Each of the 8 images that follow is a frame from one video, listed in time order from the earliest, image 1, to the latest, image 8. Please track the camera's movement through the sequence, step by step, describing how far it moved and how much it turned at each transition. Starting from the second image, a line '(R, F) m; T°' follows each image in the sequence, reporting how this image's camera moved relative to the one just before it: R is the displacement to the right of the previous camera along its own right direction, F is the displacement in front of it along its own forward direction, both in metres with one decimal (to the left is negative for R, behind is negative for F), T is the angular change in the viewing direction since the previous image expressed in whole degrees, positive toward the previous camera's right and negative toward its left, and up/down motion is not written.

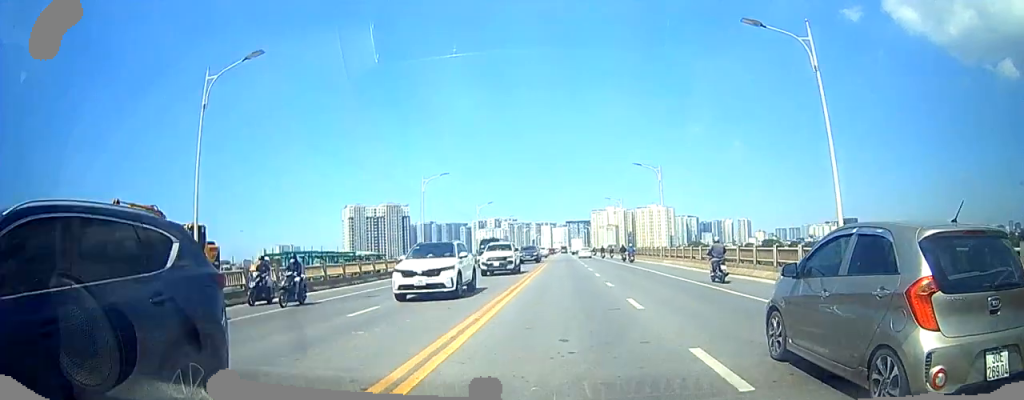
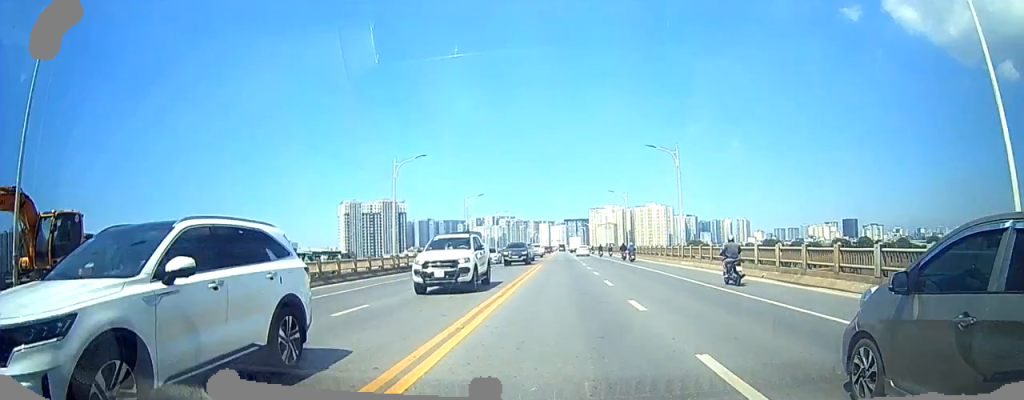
(-0.1, +6.5) m; -1°
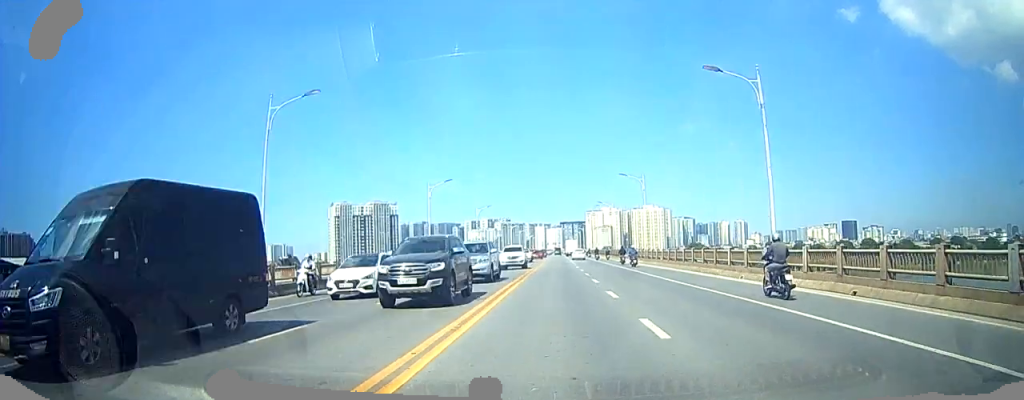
(0.0, +15.4) m; +3°
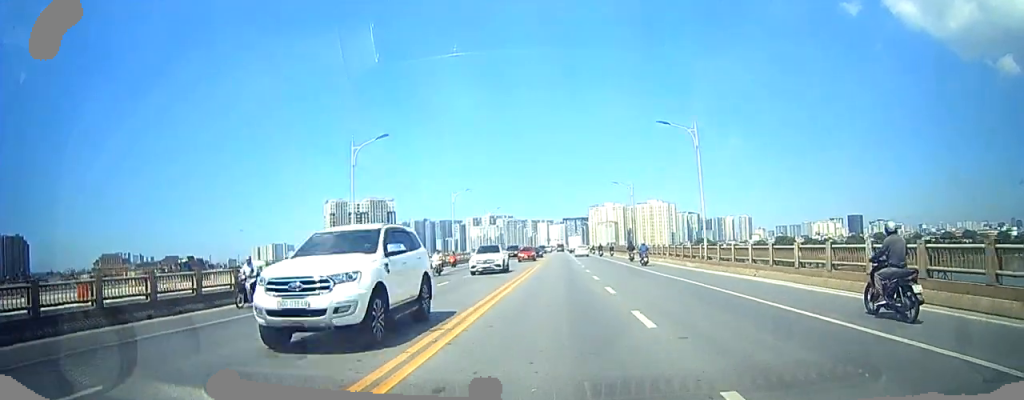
(+0.6, +17.3) m; 0°
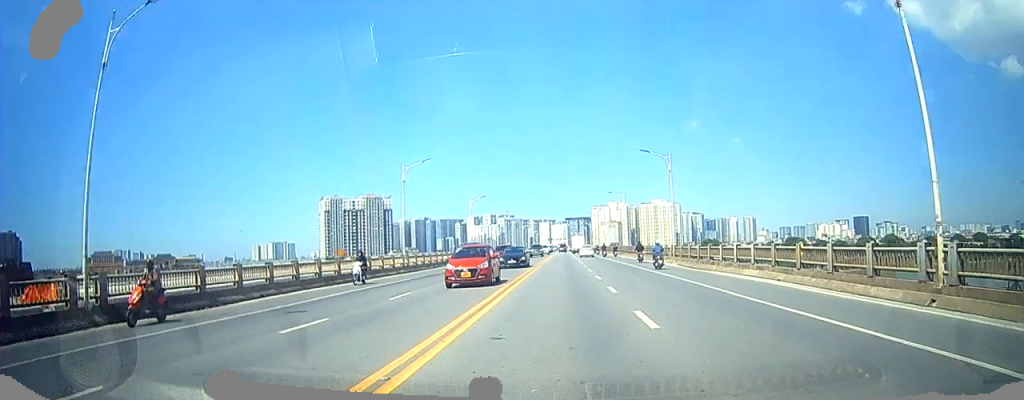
(-0.6, +19.2) m; -2°
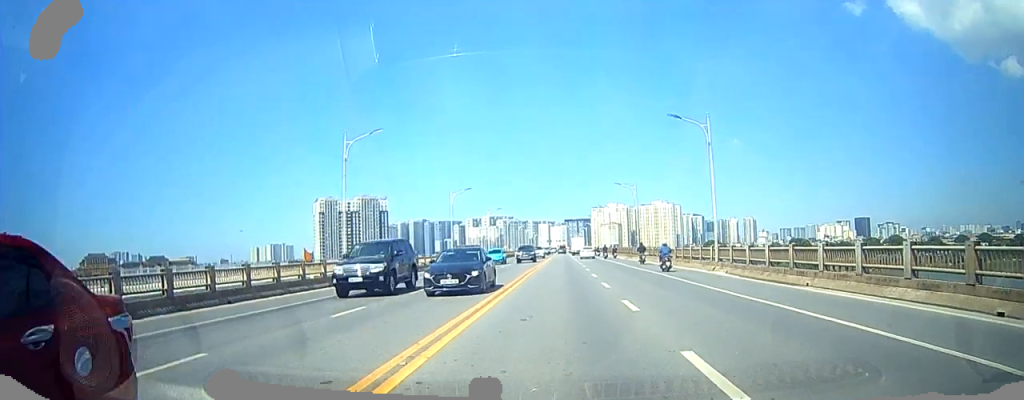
(0.0, +11.5) m; 0°
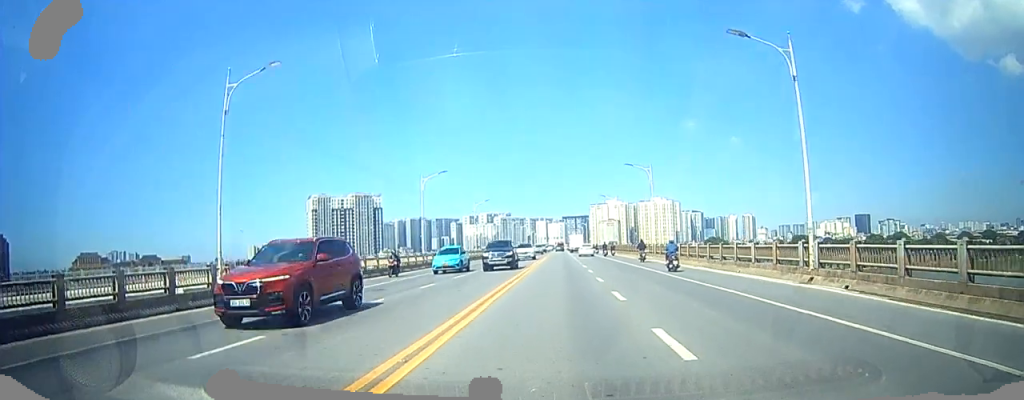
(+0.1, +13.2) m; +1°
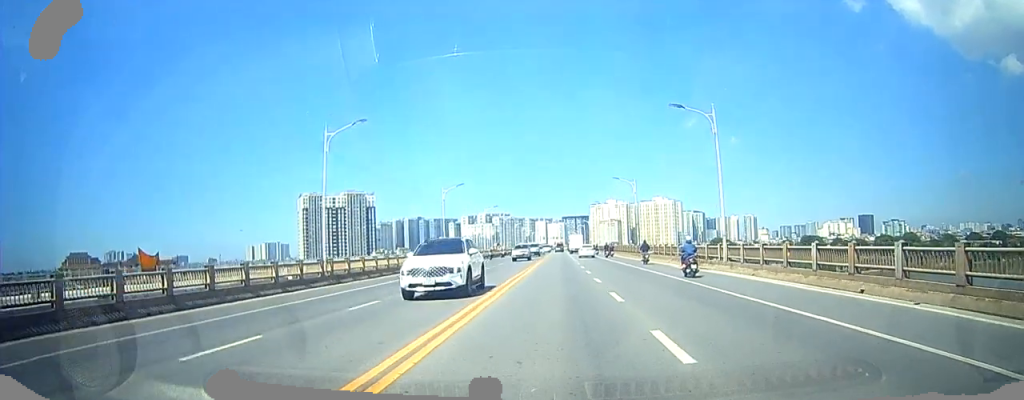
(+0.3, +23.1) m; +2°
